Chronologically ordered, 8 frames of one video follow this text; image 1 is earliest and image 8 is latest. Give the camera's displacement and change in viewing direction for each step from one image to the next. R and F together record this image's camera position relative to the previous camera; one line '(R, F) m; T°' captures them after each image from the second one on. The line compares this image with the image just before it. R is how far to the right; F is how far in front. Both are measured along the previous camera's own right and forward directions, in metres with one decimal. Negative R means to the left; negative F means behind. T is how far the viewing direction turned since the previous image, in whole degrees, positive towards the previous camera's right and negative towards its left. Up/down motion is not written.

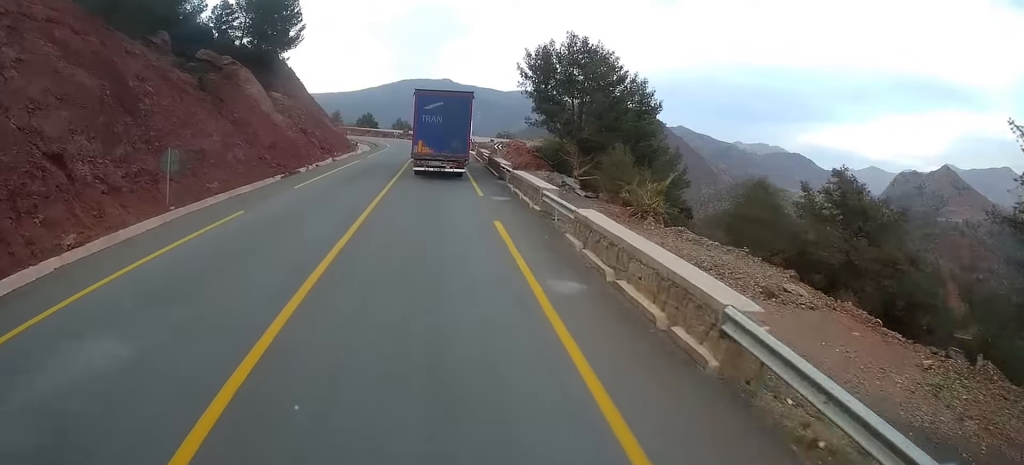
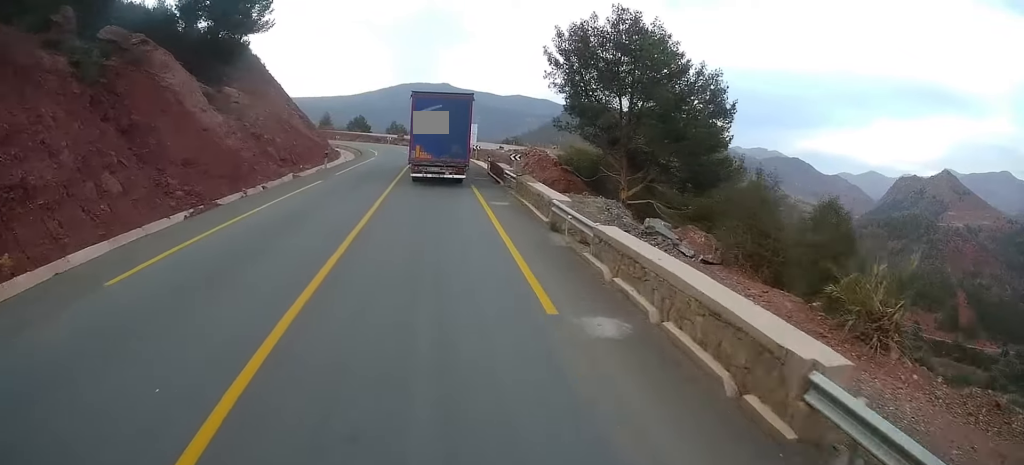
(+0.3, +13.5) m; +1°
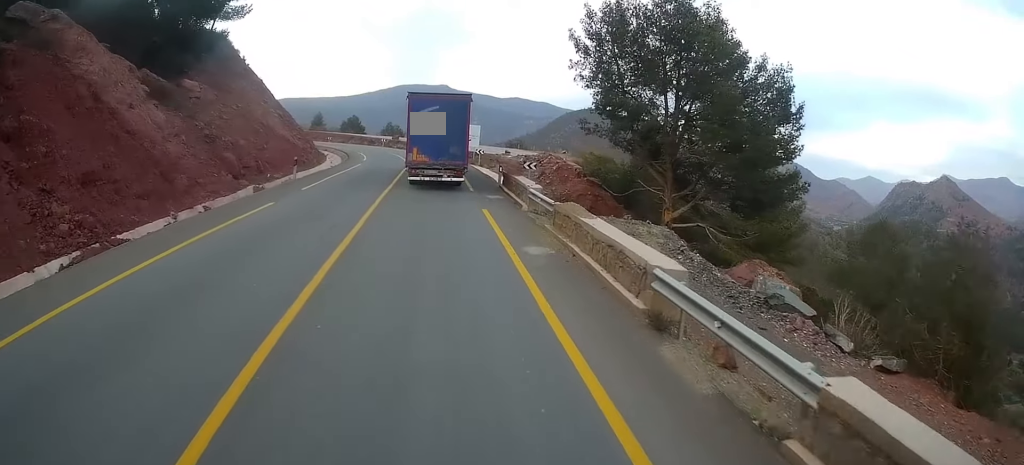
(0.0, +7.8) m; 0°
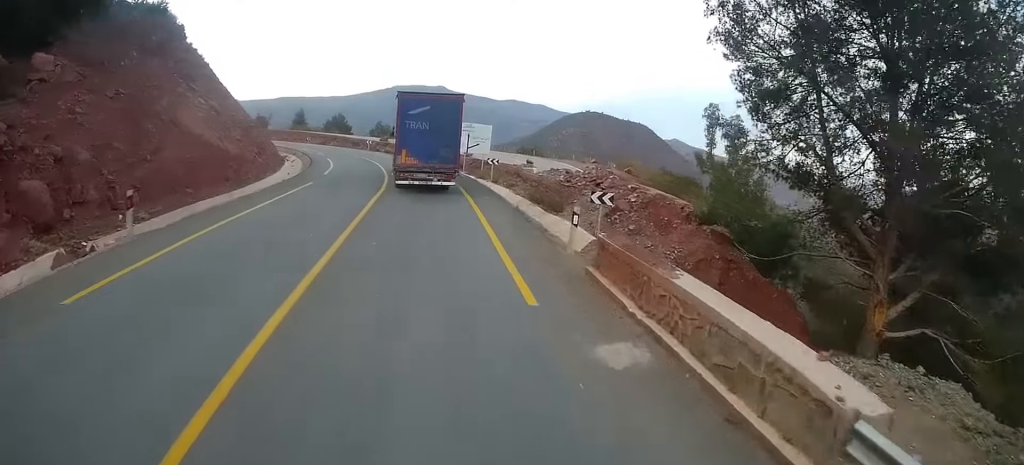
(+0.4, +16.9) m; +1°
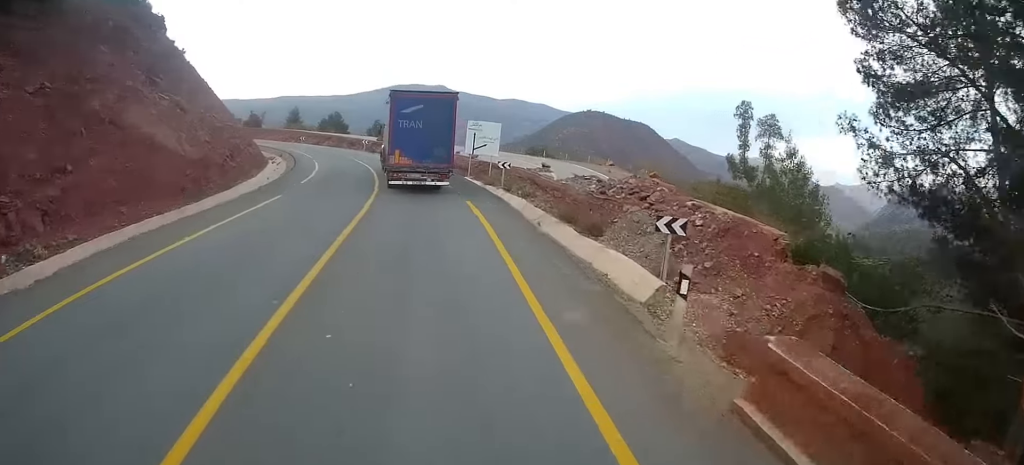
(0.0, +5.9) m; -1°
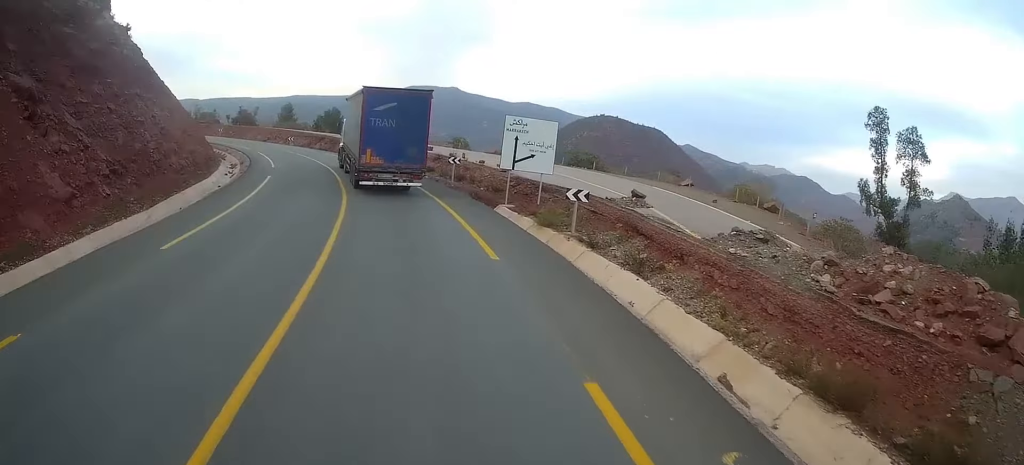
(-0.7, +16.0) m; -5°
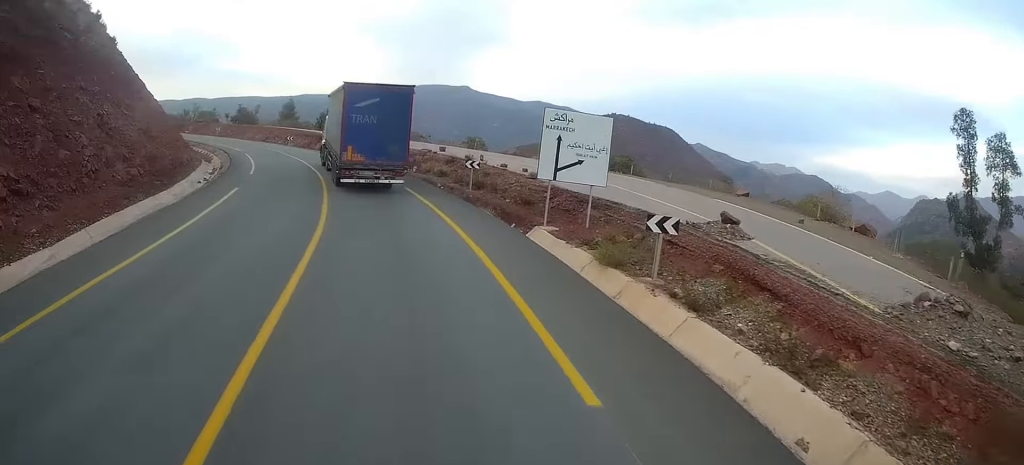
(-0.1, +7.0) m; -1°
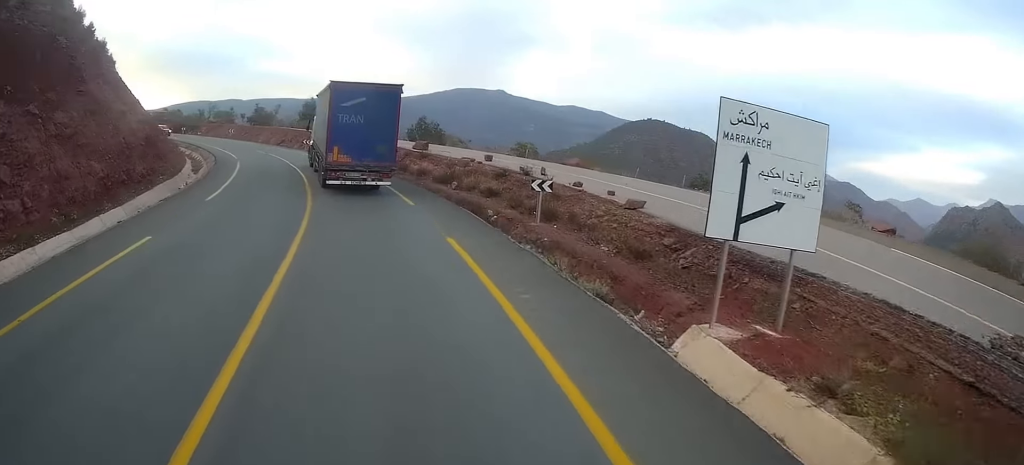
(-0.2, +10.8) m; -1°
